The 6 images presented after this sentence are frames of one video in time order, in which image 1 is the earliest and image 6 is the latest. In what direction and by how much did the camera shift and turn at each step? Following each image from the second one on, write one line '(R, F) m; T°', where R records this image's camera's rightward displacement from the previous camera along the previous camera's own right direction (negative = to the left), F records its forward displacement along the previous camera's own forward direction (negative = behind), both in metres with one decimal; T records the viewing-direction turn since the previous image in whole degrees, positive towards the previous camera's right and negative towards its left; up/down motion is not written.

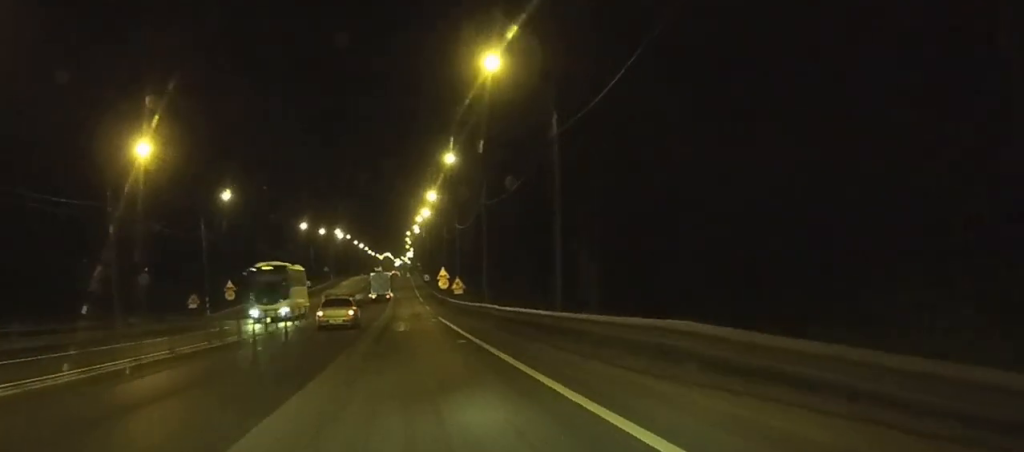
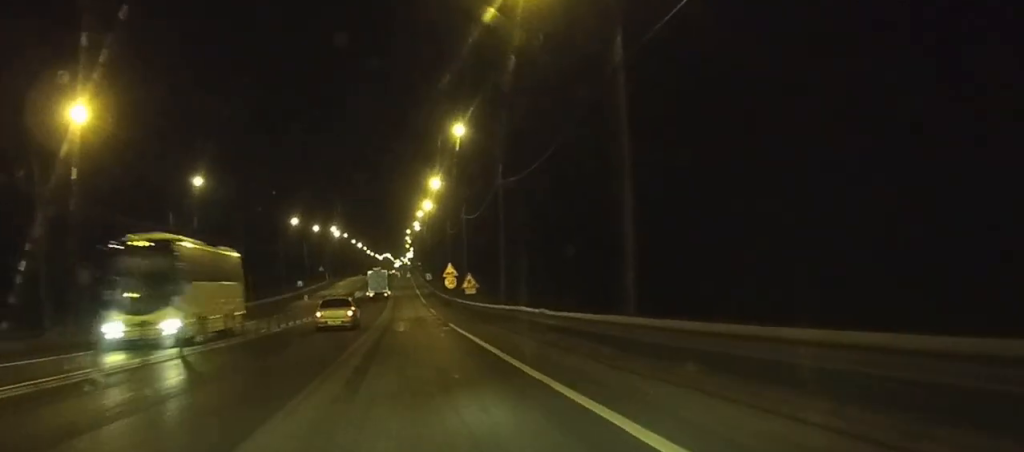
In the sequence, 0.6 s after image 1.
(0.0, +11.4) m; 0°
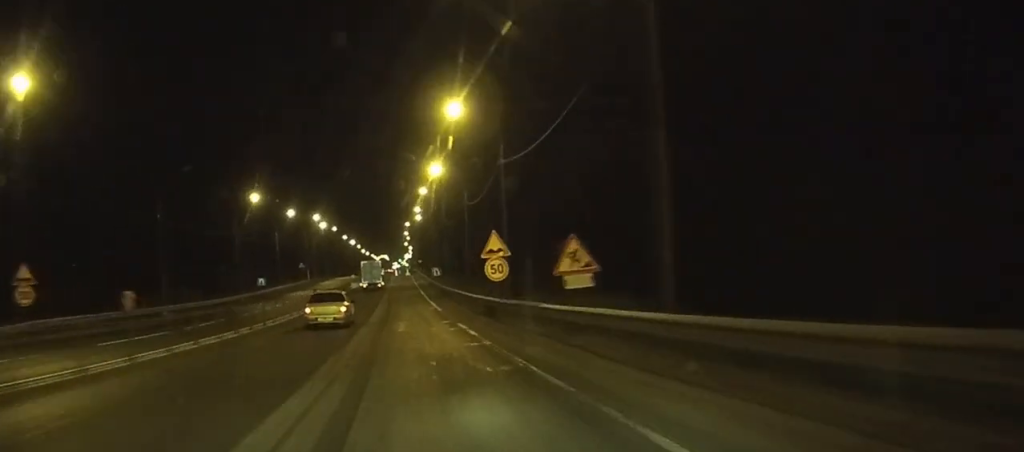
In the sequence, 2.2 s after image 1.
(0.0, +33.4) m; 0°
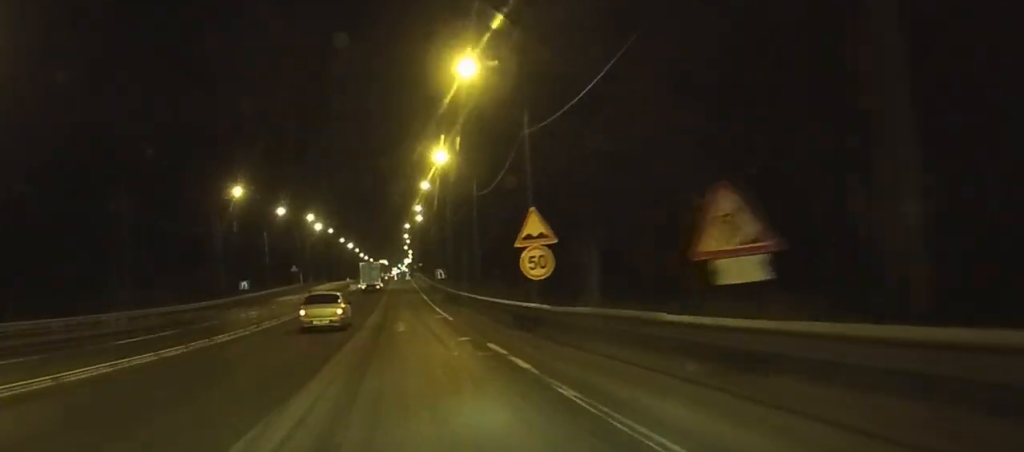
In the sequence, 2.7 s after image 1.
(0.0, +9.9) m; 0°
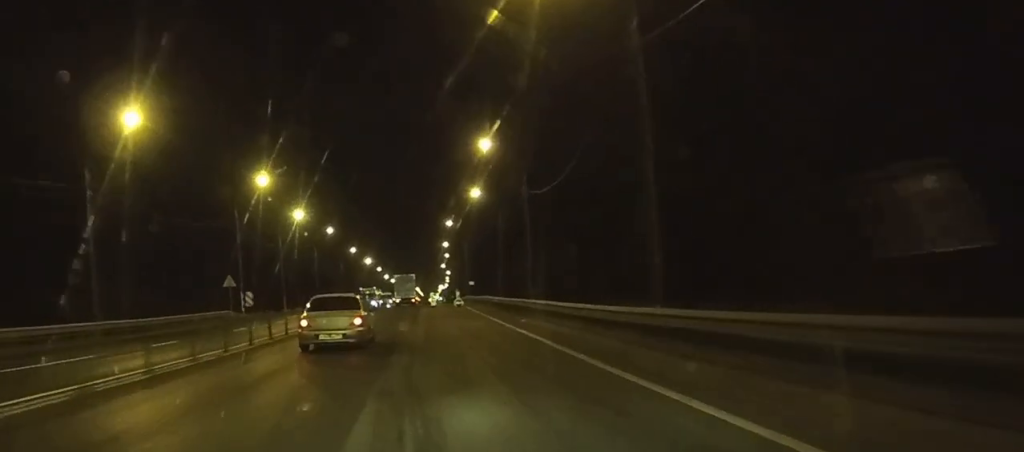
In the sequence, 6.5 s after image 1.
(-0.9, +70.9) m; -2°
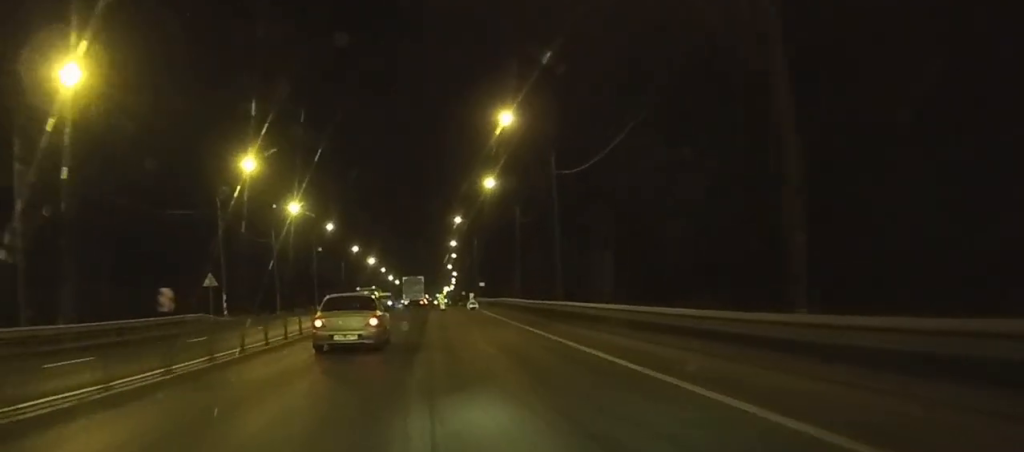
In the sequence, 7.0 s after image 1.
(0.0, +9.0) m; 0°
